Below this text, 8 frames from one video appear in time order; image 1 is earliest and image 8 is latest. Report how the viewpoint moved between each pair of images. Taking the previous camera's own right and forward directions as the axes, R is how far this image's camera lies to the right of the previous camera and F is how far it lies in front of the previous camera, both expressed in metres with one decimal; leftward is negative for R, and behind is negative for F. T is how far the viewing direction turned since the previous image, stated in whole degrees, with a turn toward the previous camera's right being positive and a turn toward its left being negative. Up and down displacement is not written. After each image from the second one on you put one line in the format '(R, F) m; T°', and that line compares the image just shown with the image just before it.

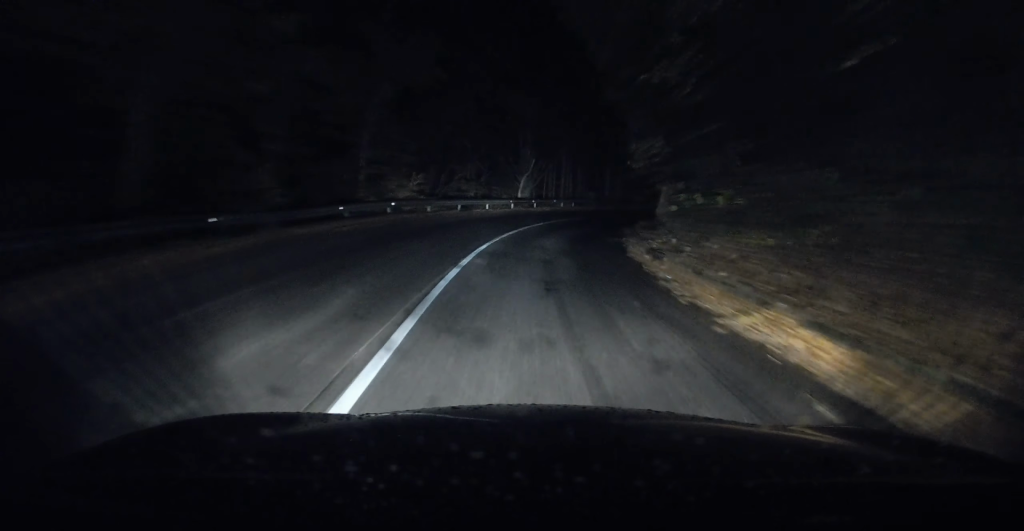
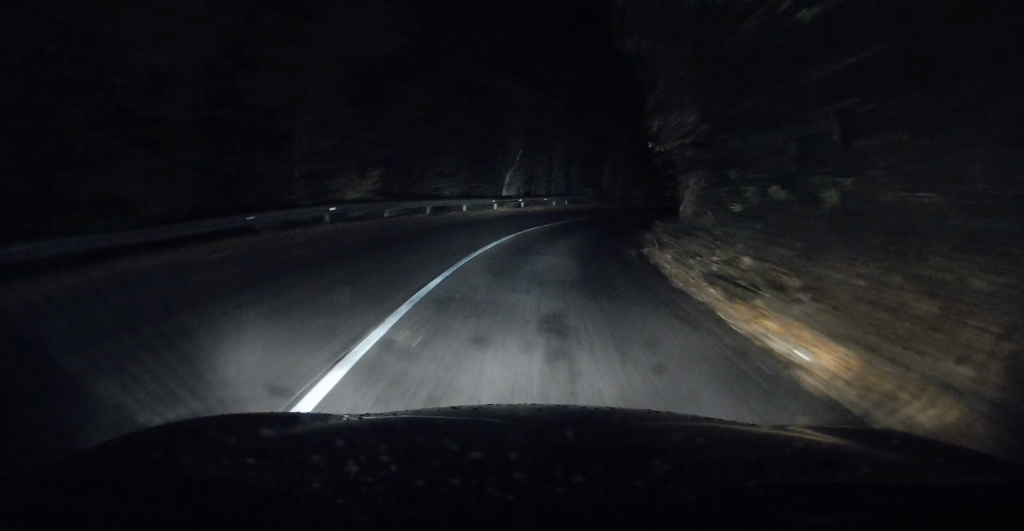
(-0.2, +5.2) m; -2°
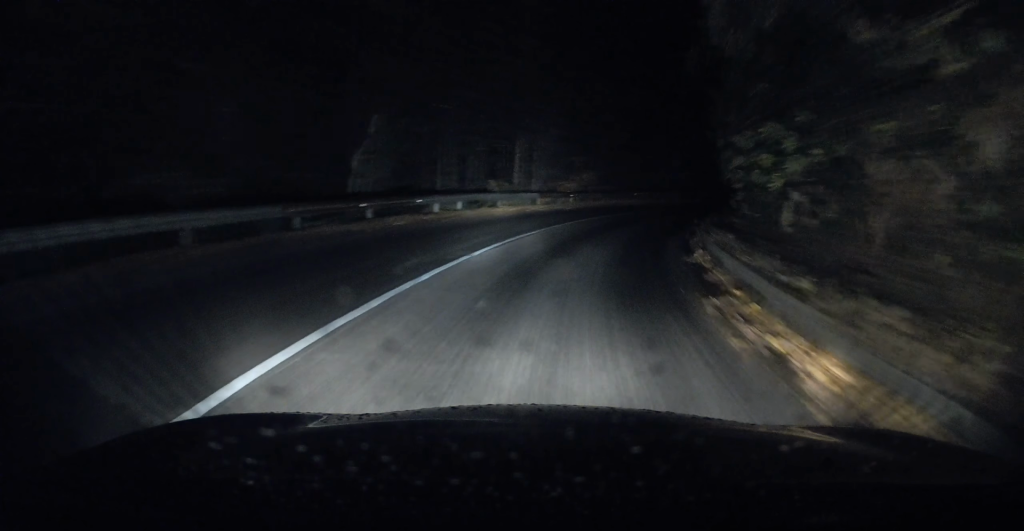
(+0.4, +15.1) m; +4°
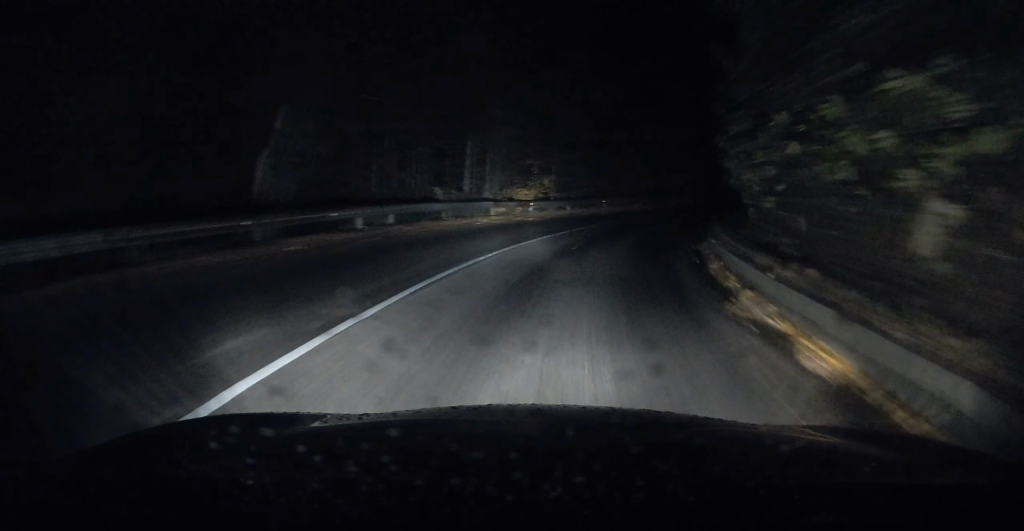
(+0.1, +4.1) m; +1°
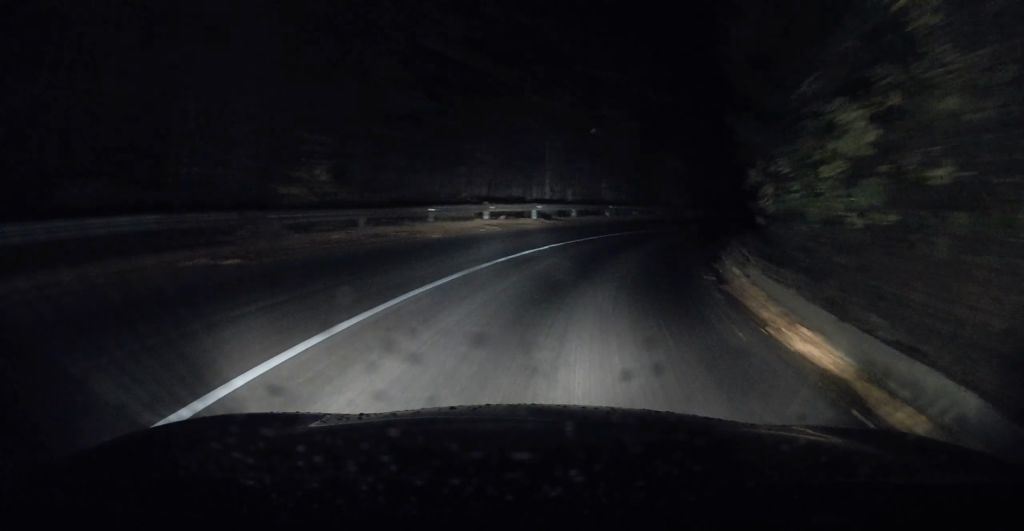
(+0.4, +13.0) m; +10°
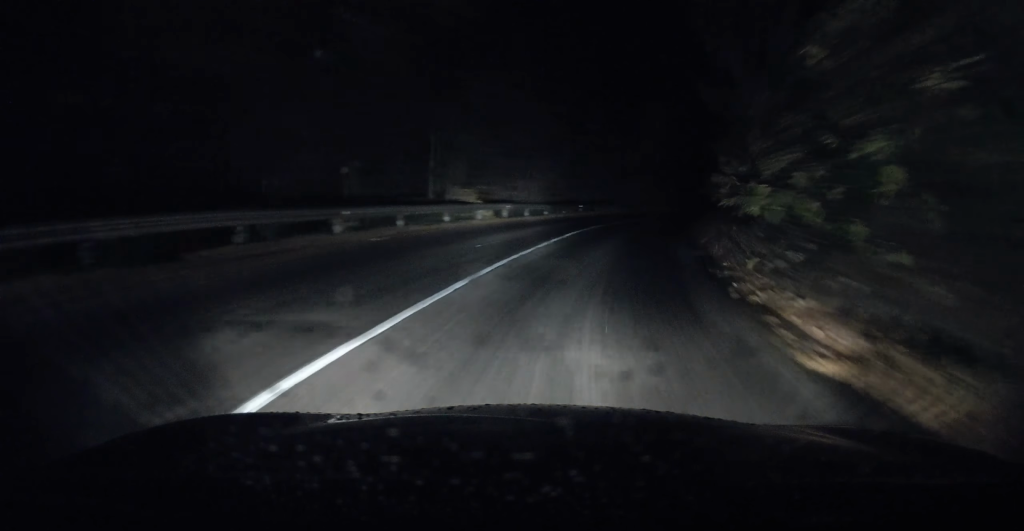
(+3.7, +16.7) m; +19°
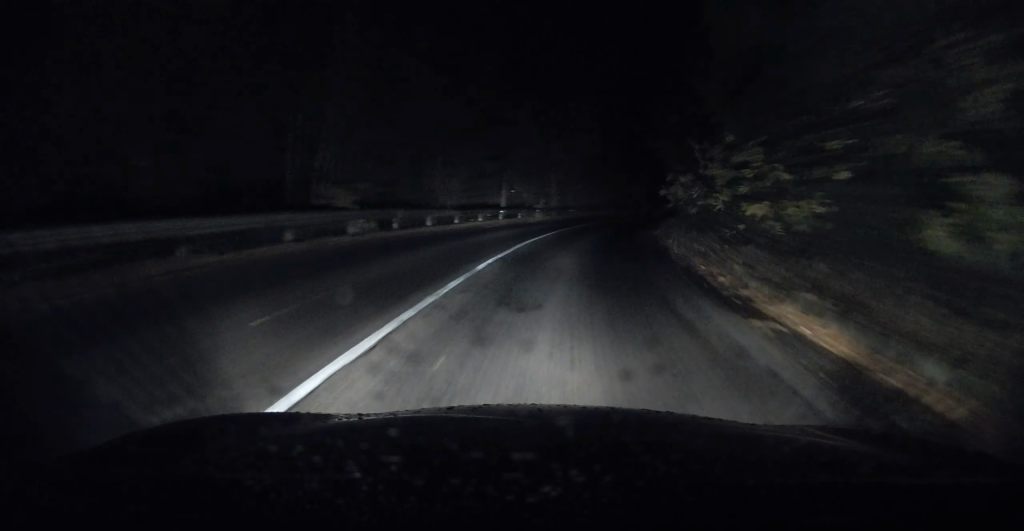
(+0.6, +8.3) m; +5°
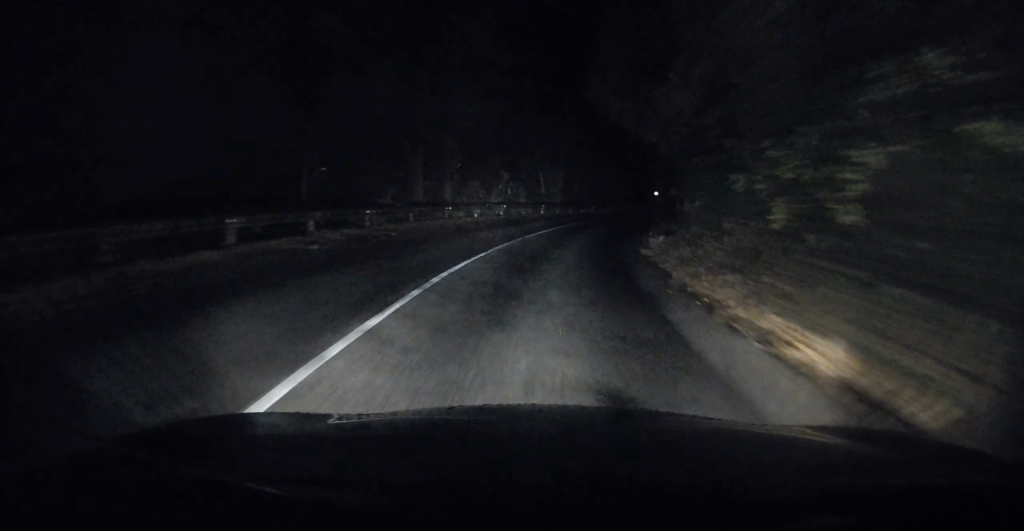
(+2.0, +24.2) m; +12°
